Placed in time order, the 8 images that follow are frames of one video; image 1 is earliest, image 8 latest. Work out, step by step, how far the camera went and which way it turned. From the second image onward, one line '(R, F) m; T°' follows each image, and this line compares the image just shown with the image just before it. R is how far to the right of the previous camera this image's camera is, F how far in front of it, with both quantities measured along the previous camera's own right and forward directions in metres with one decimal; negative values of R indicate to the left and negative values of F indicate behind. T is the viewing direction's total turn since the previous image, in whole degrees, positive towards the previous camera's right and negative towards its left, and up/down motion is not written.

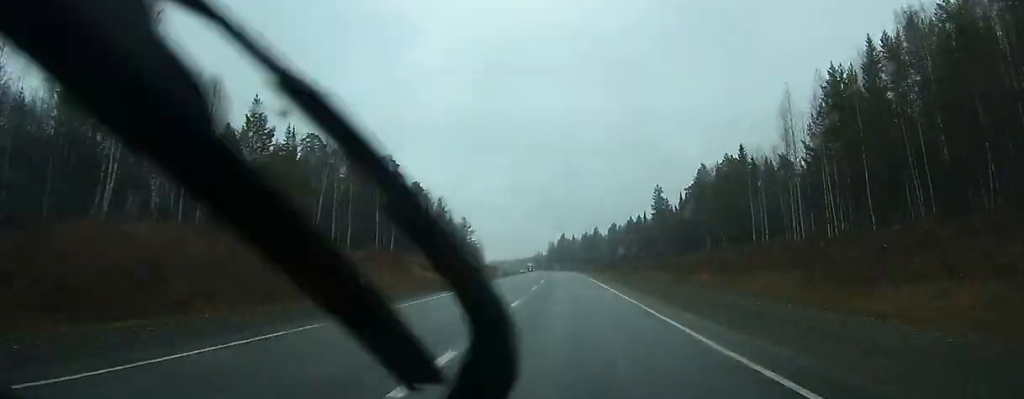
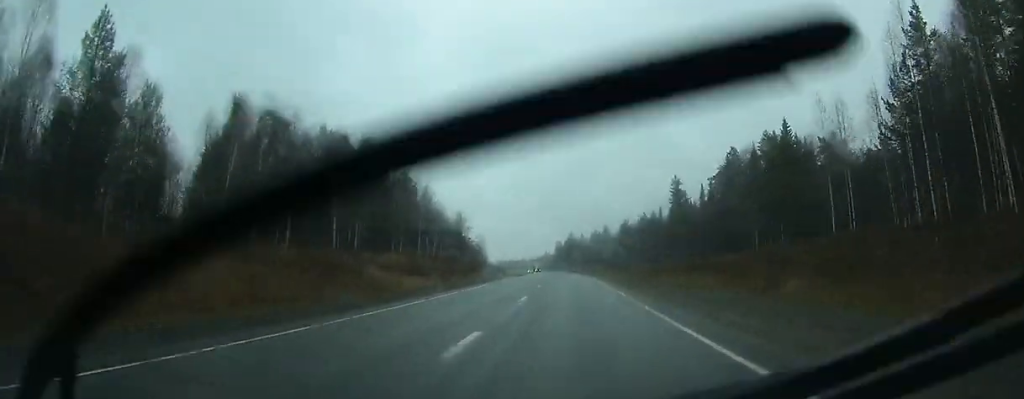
(-9.1, +25.6) m; -6°
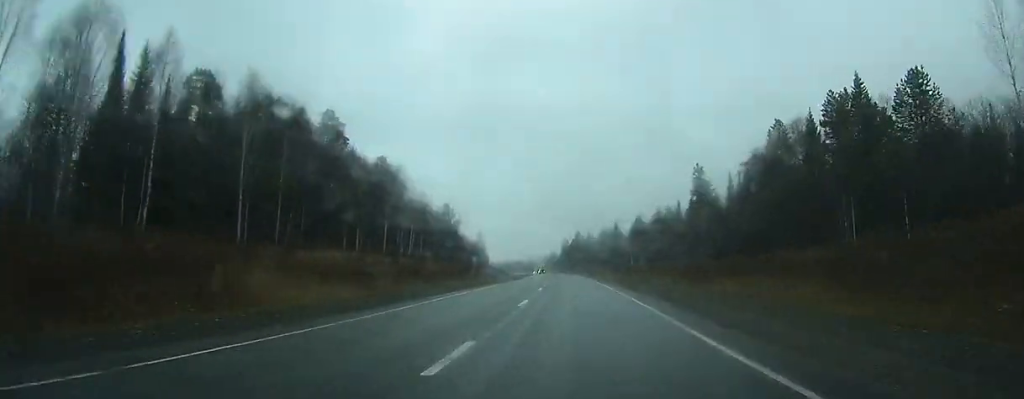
(-7.3, +30.9) m; -7°
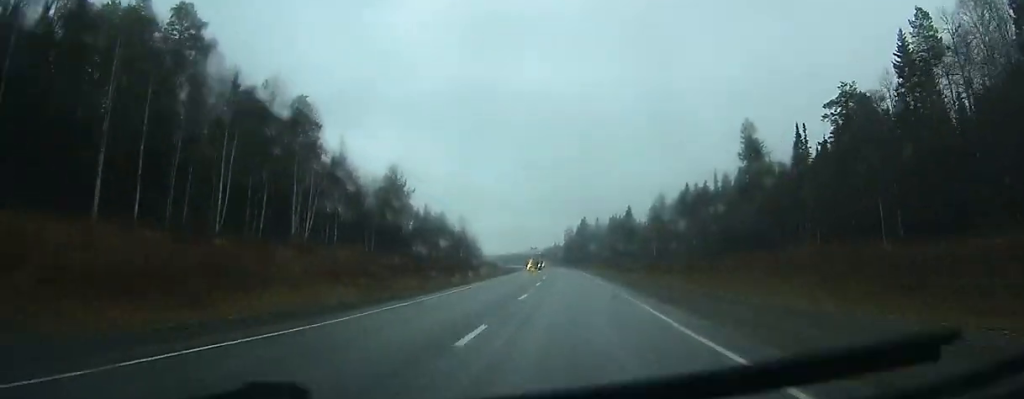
(+5.6, +53.7) m; +6°
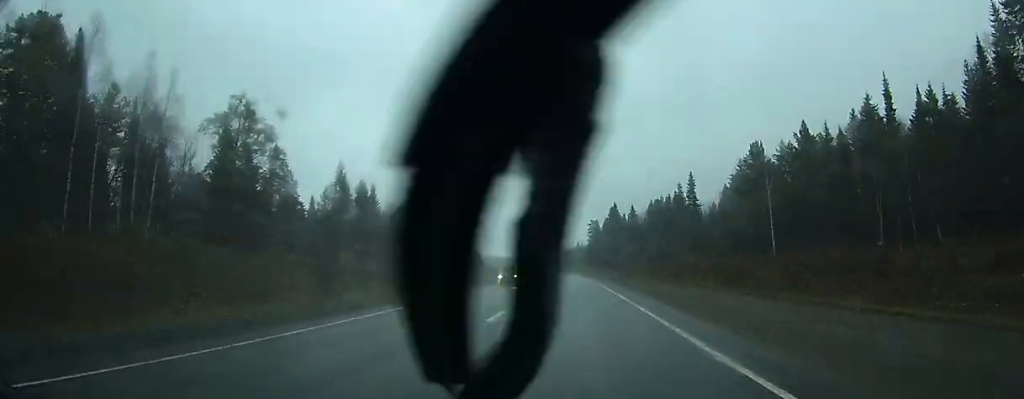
(+2.9, +86.8) m; +1°
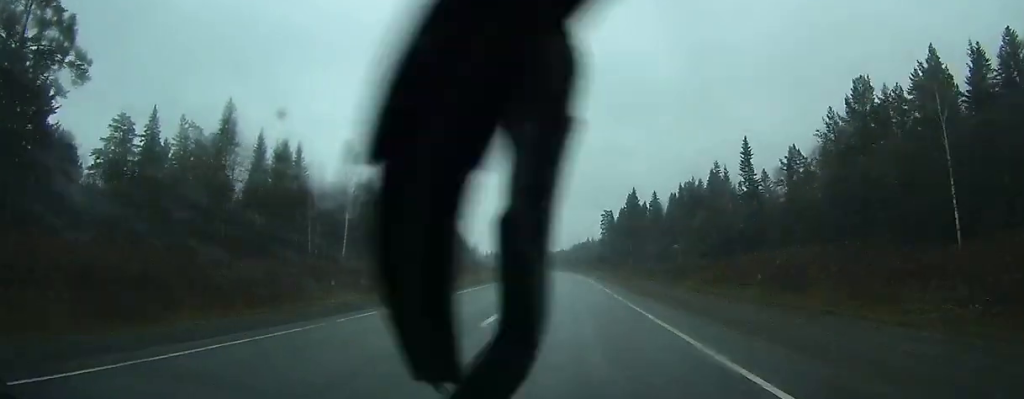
(-0.3, +38.3) m; -1°
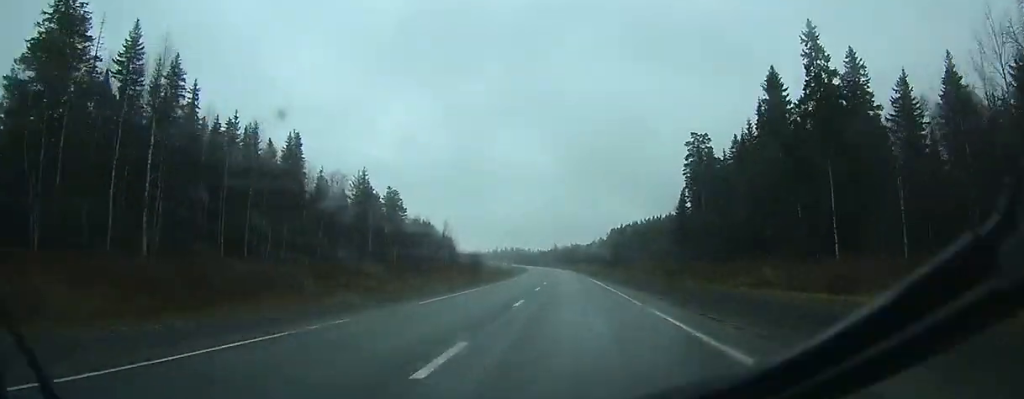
(-2.2, +126.2) m; -2°
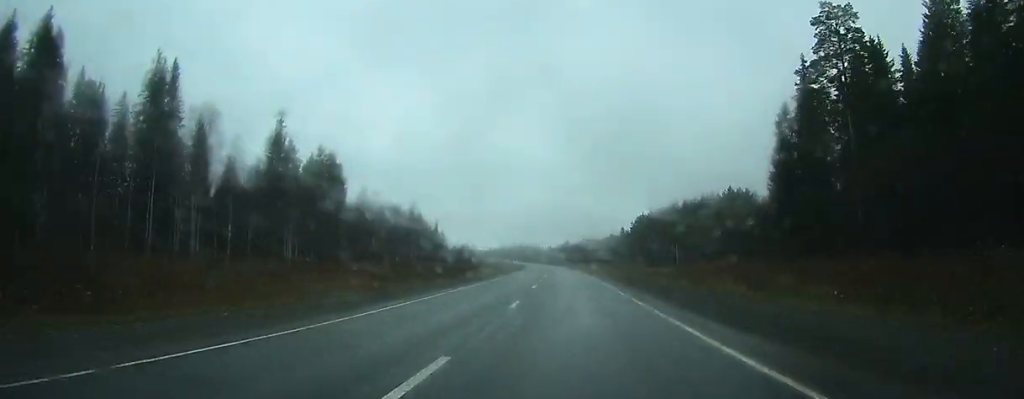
(-0.4, +49.8) m; -1°
